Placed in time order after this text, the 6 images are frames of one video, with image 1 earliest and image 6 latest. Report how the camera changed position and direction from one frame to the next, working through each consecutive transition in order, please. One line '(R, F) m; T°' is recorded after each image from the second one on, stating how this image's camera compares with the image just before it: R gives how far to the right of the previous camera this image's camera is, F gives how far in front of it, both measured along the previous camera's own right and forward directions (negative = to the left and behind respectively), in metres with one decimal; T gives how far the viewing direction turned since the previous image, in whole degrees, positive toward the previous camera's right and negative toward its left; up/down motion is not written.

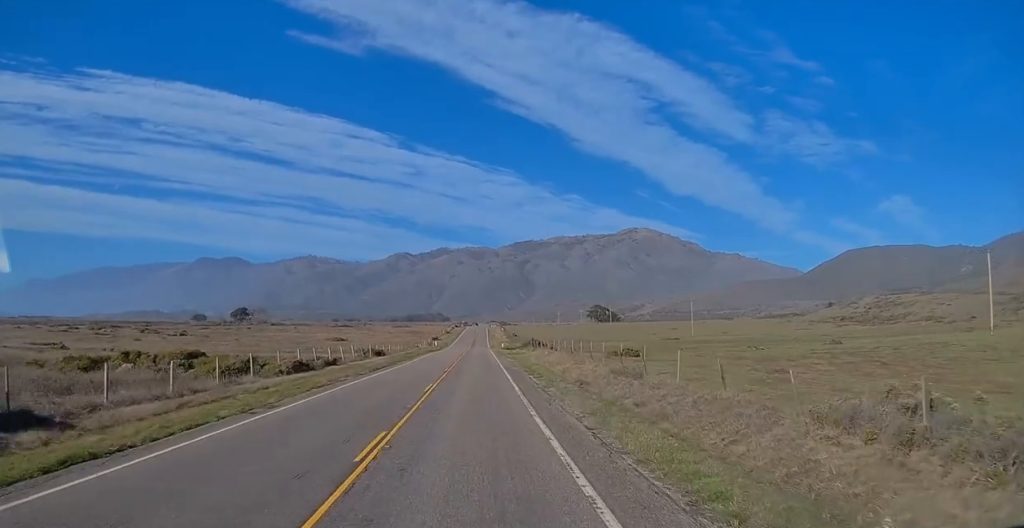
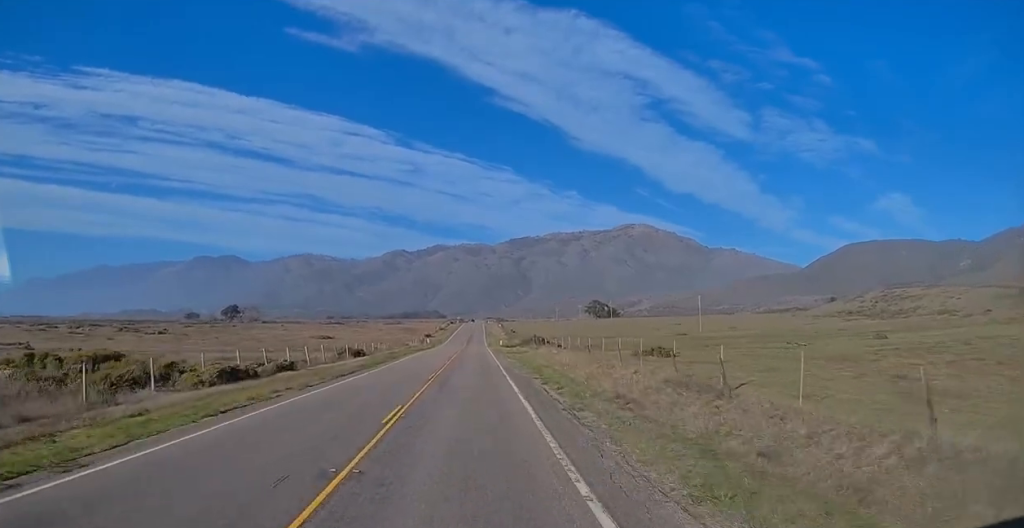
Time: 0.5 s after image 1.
(+0.2, +10.2) m; 0°
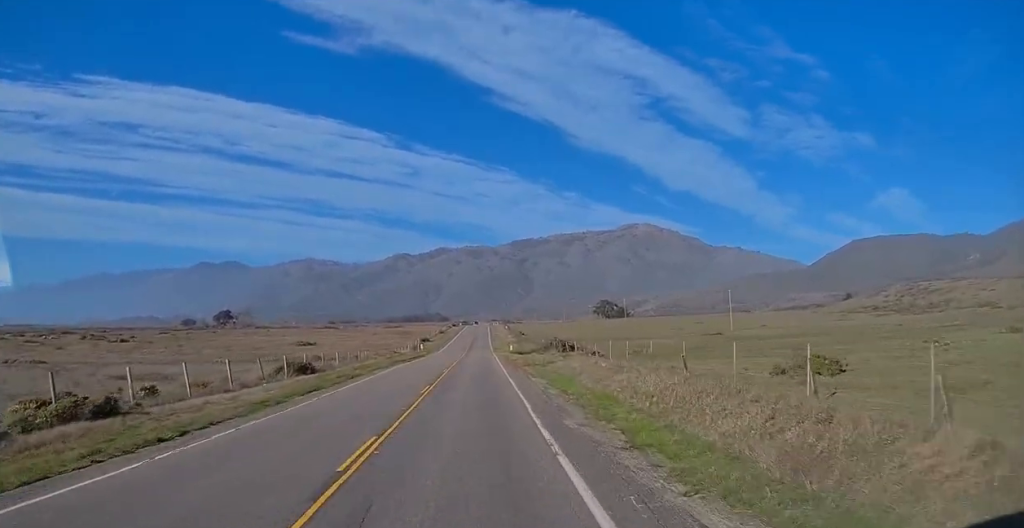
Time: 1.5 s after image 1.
(0.0, +20.4) m; 0°
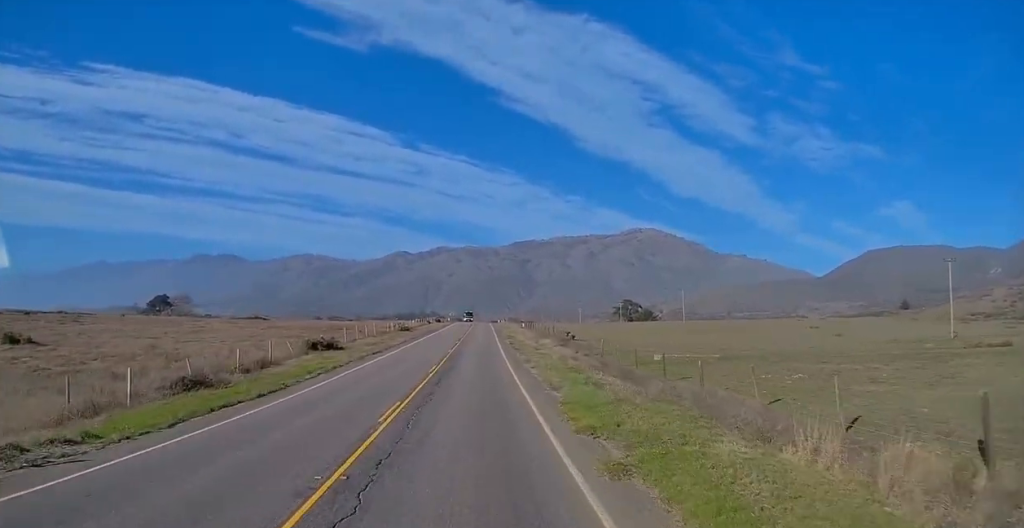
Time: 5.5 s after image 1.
(-0.5, +82.9) m; +1°
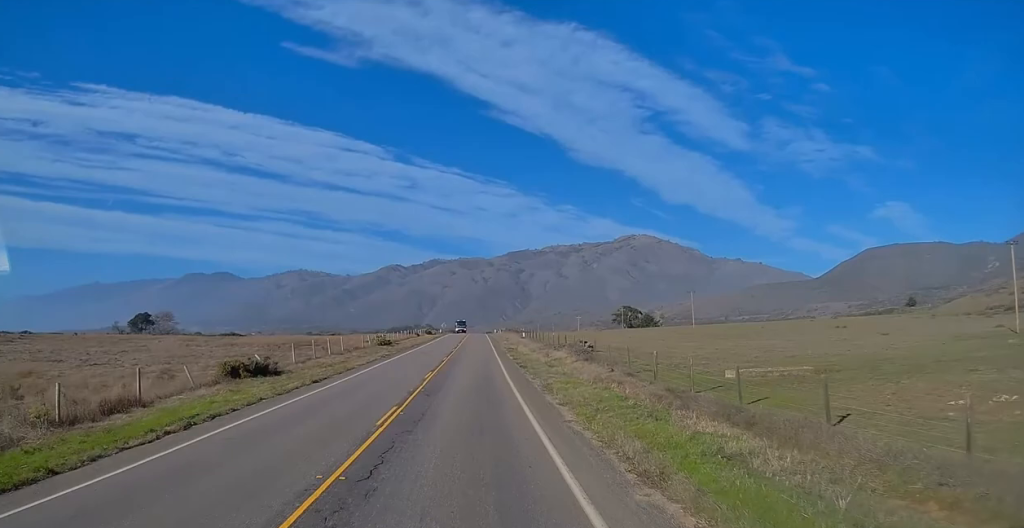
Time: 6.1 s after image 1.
(+0.2, +14.0) m; 0°
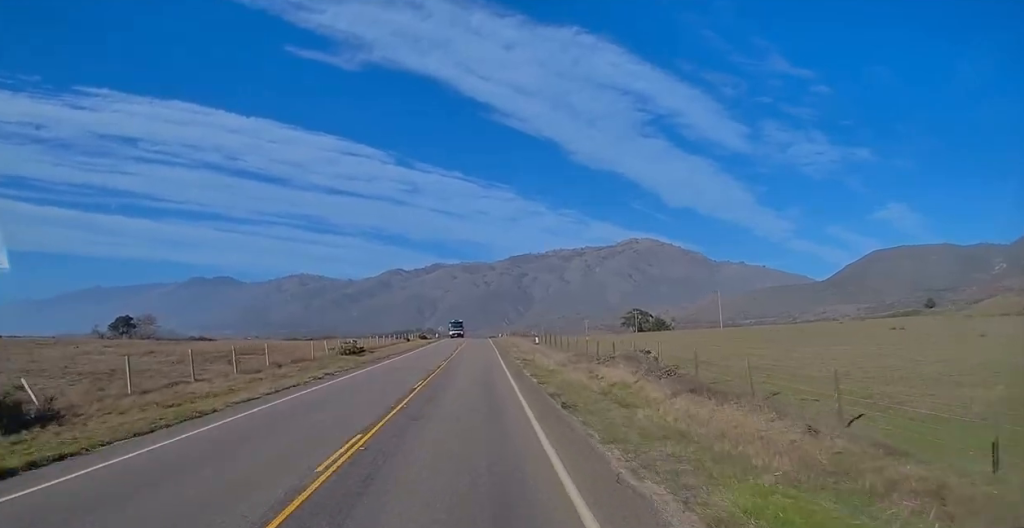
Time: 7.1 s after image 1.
(+0.1, +21.0) m; -1°
